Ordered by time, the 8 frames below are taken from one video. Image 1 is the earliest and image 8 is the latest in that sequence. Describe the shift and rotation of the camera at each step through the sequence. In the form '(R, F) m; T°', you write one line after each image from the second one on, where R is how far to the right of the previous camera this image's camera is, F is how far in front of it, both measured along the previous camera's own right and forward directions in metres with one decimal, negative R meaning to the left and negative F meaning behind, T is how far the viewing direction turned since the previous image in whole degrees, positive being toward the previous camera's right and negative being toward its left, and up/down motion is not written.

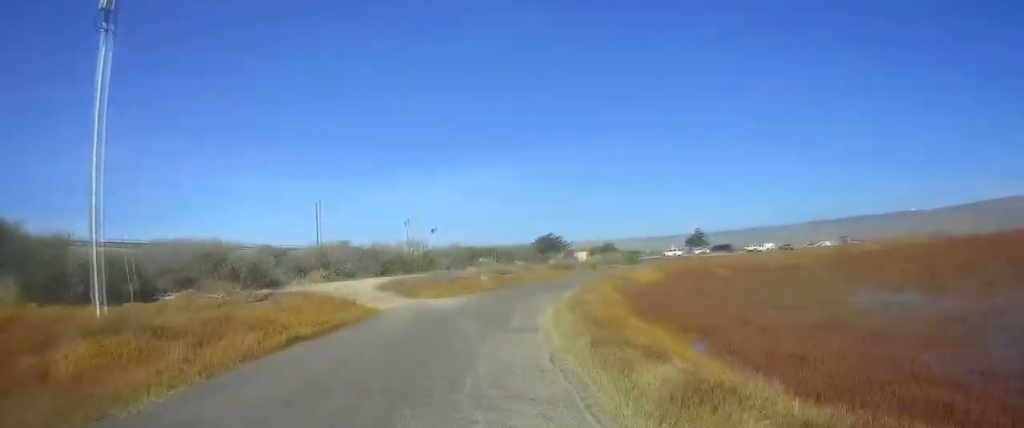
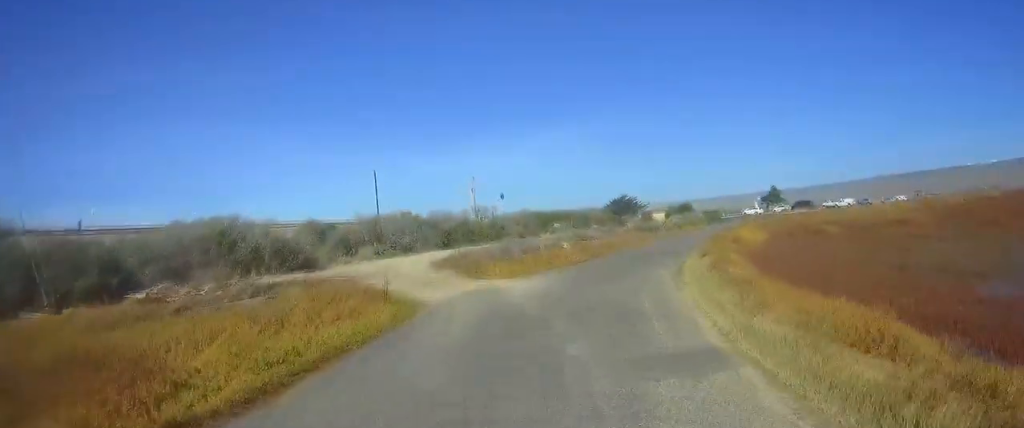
(+0.3, +9.1) m; +3°
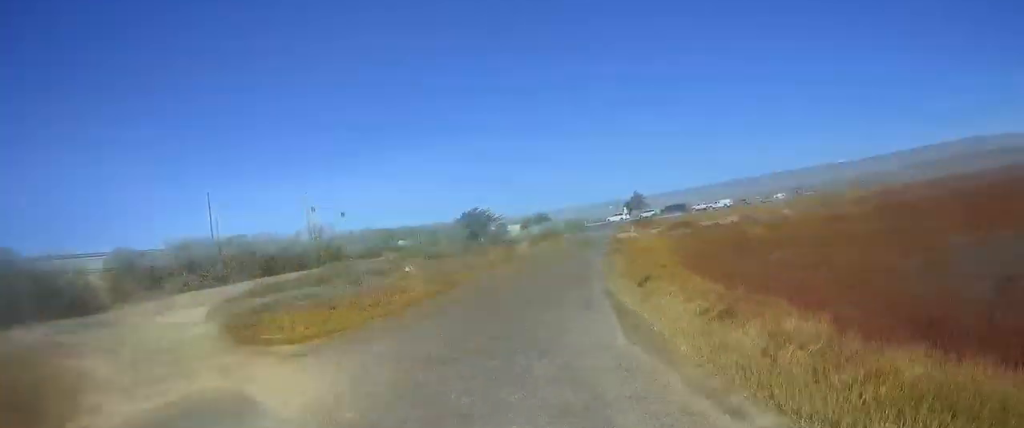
(+0.4, +11.5) m; +5°
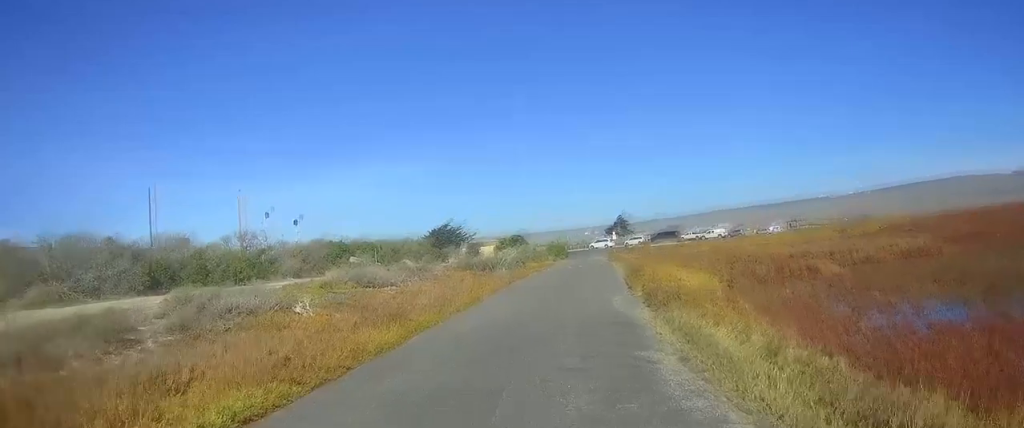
(+0.8, +14.3) m; +7°
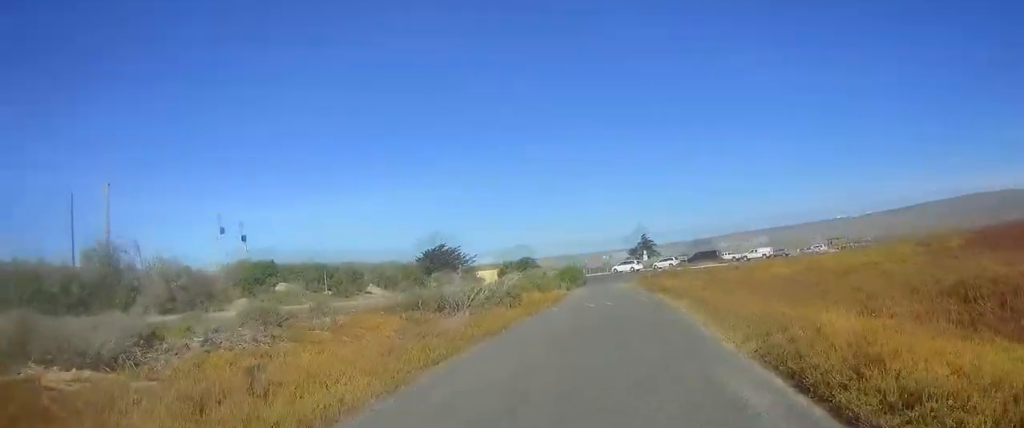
(+2.0, +21.9) m; +7°
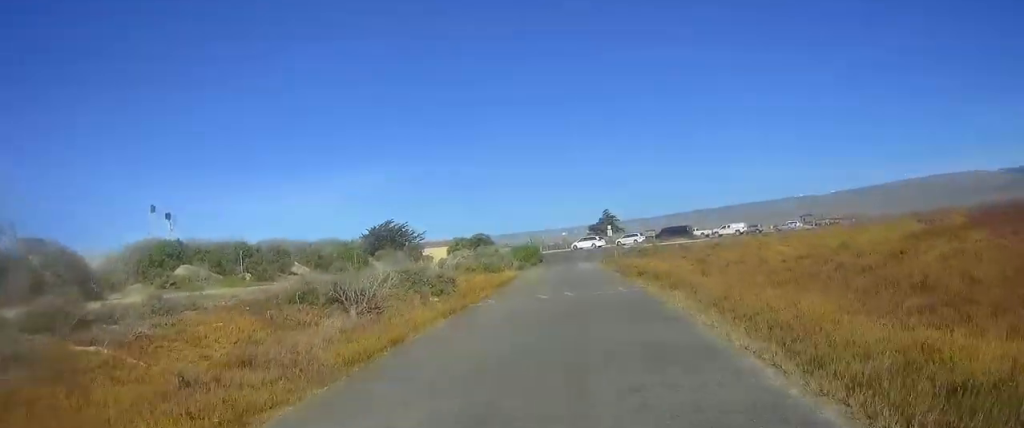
(0.0, +8.9) m; 0°
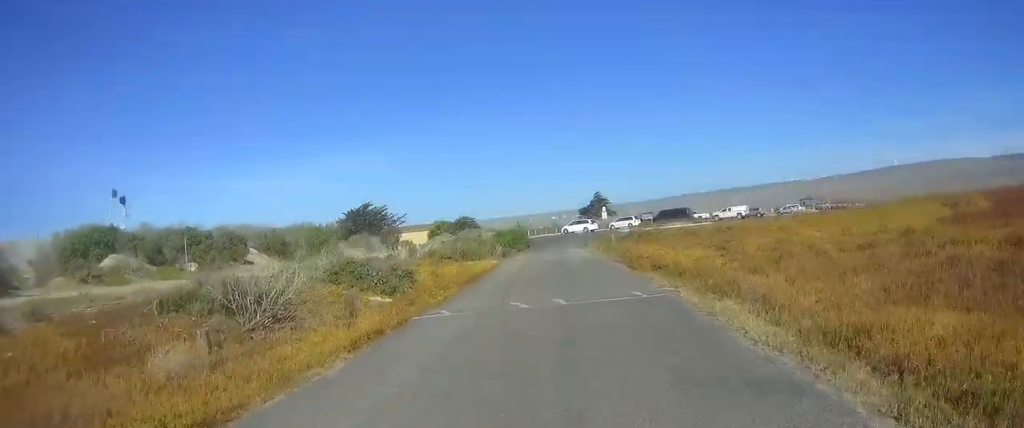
(0.0, +7.5) m; +3°
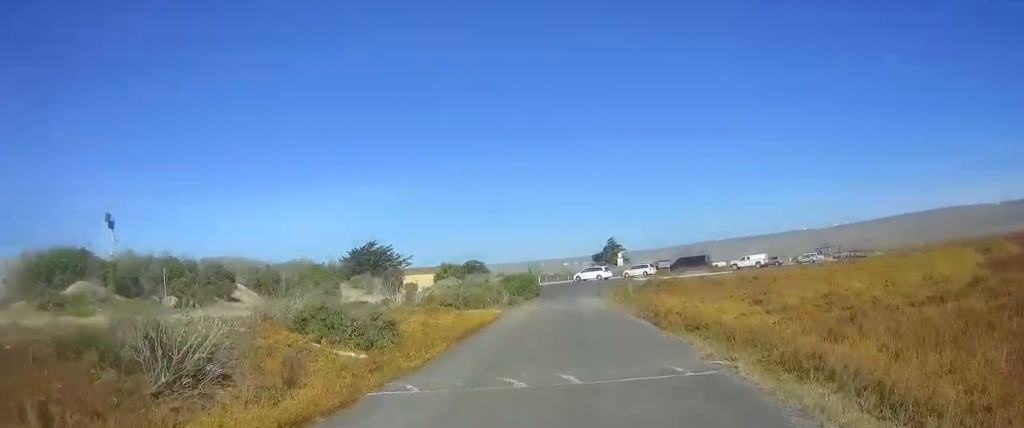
(+0.1, +4.1) m; +2°
